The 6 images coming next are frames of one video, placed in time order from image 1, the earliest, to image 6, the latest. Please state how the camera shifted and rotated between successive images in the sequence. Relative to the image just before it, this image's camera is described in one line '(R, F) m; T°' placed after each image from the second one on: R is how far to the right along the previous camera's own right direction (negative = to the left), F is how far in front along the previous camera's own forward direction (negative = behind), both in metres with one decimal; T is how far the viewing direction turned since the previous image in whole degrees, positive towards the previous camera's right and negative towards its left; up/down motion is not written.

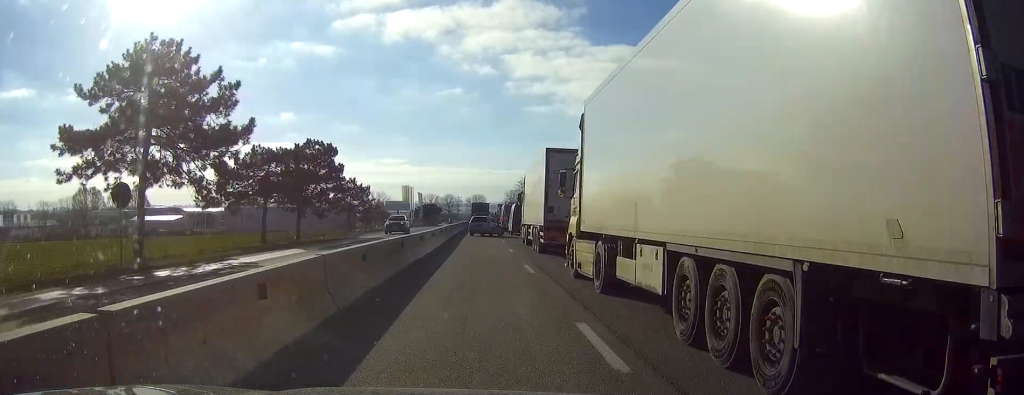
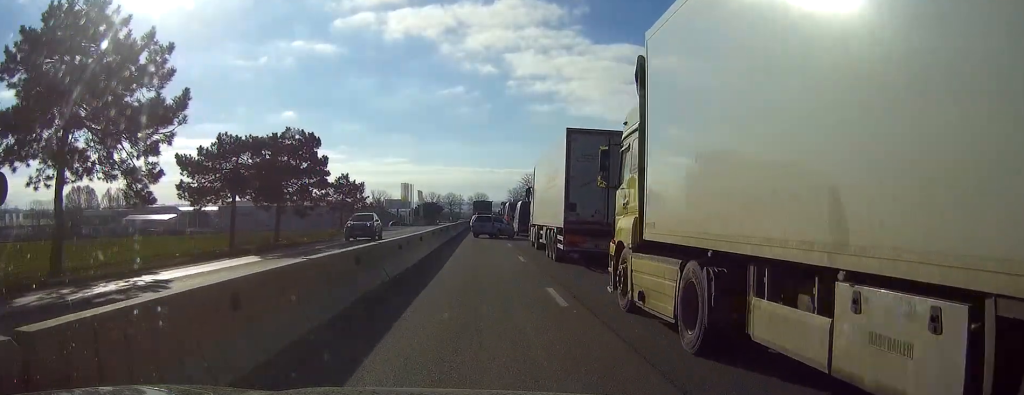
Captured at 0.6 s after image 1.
(0.0, +7.0) m; 0°
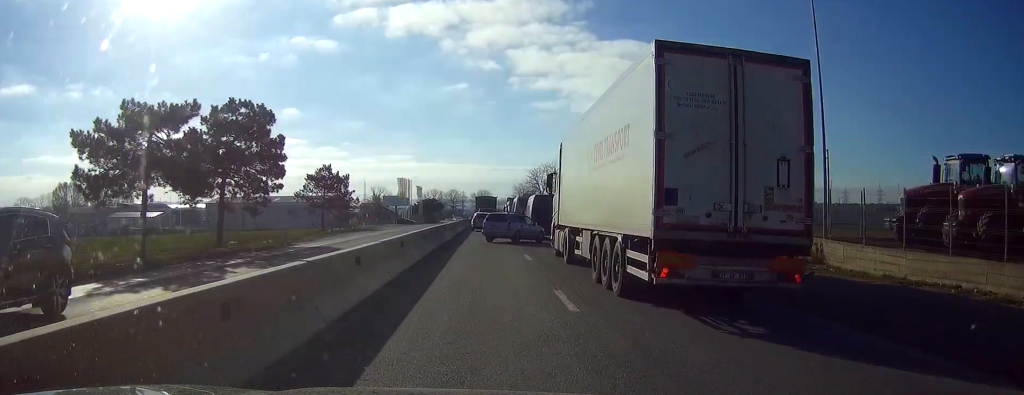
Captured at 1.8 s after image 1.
(0.0, +12.7) m; 0°
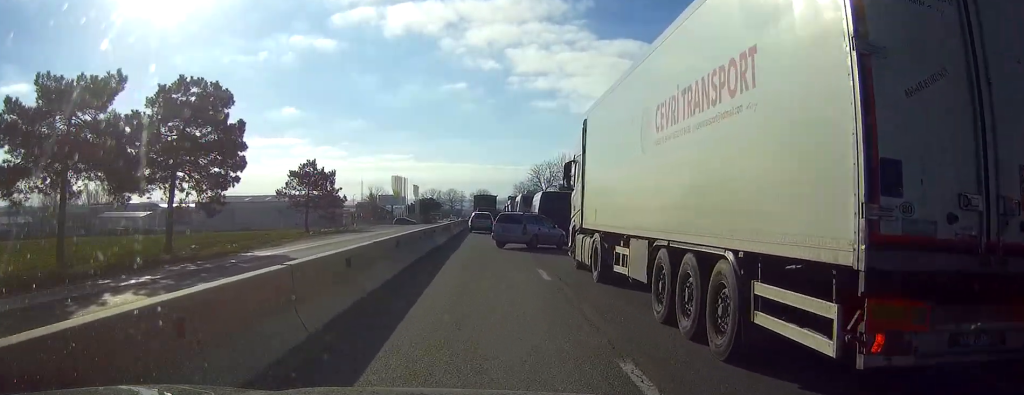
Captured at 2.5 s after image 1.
(0.0, +7.1) m; +1°
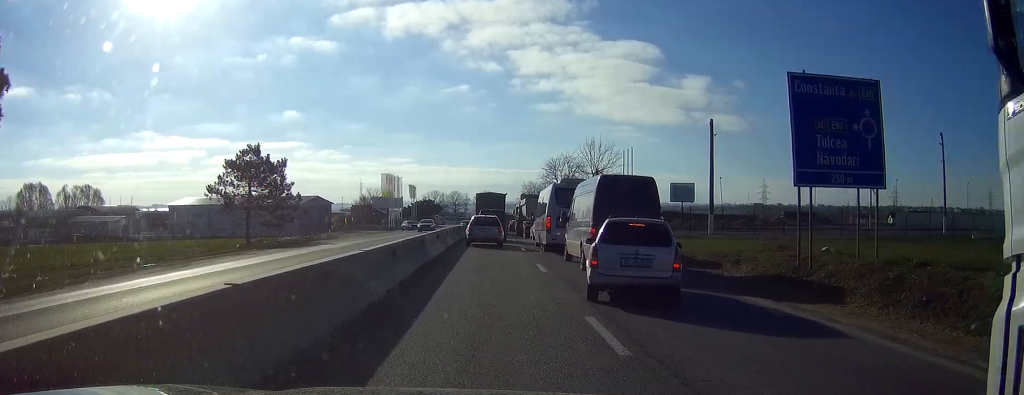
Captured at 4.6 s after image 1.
(+0.2, +19.9) m; +1°
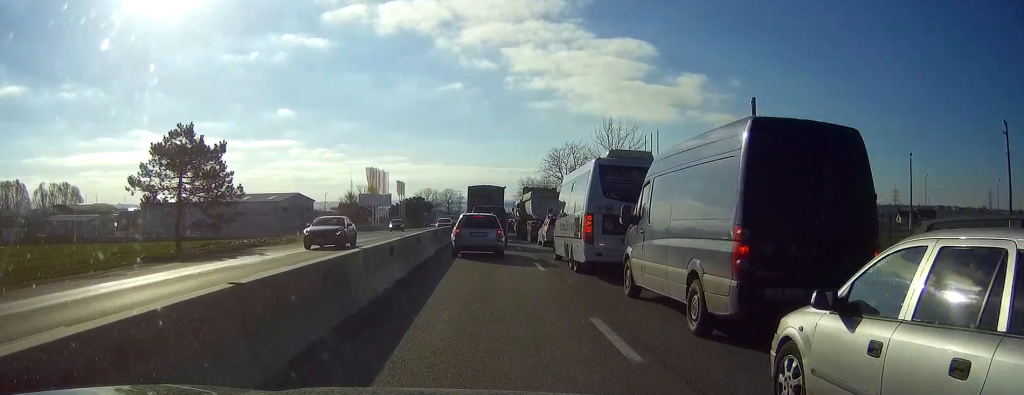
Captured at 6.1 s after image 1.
(0.0, +12.0) m; -1°
